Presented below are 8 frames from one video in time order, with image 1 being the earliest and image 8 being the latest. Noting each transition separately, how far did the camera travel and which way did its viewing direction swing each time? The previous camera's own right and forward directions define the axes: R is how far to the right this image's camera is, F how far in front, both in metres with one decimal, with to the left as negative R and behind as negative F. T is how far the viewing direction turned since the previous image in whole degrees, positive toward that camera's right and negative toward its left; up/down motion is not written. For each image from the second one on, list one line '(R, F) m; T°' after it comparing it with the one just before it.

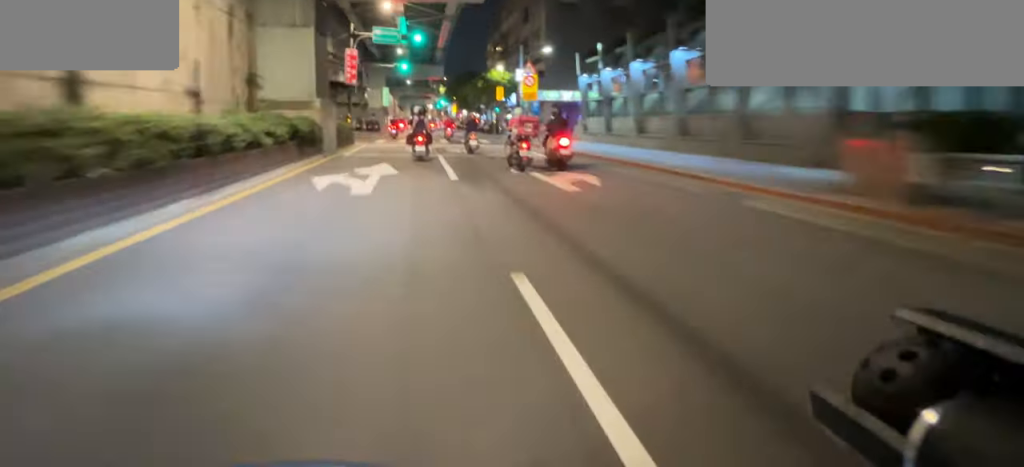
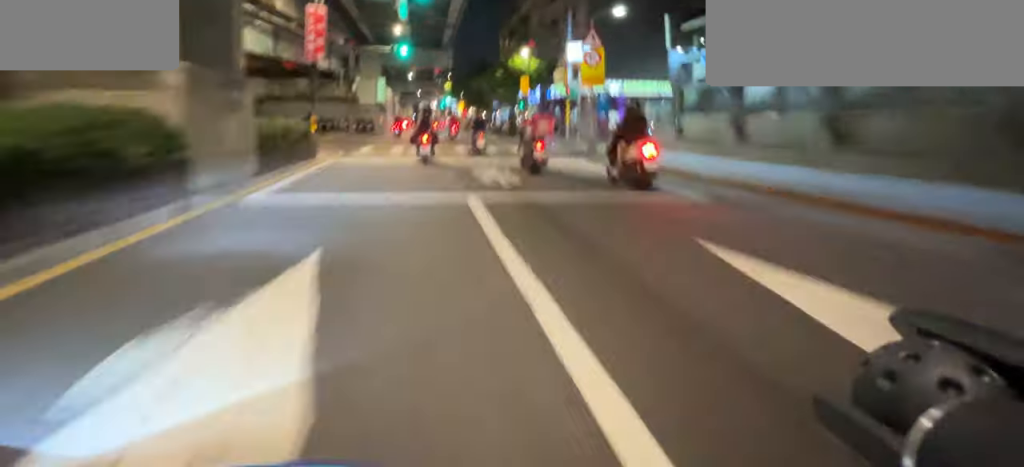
(0.0, +7.2) m; 0°
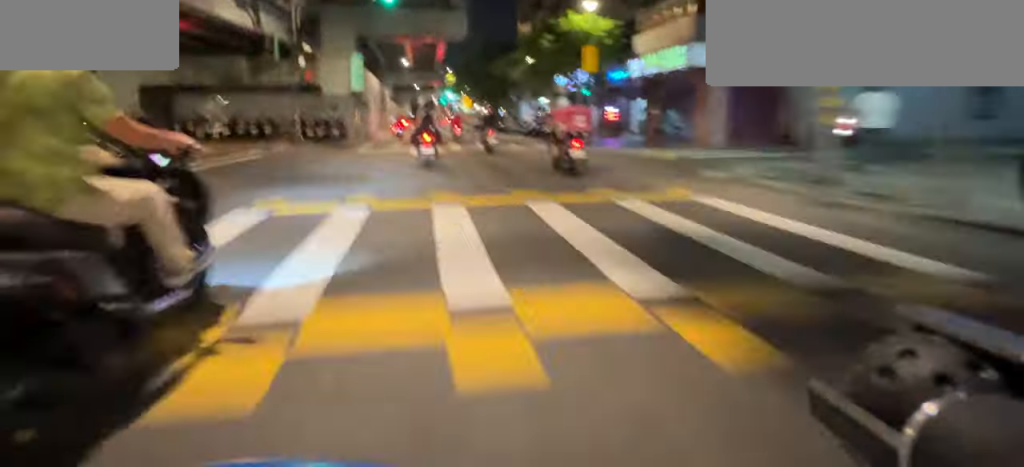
(0.0, +10.6) m; 0°
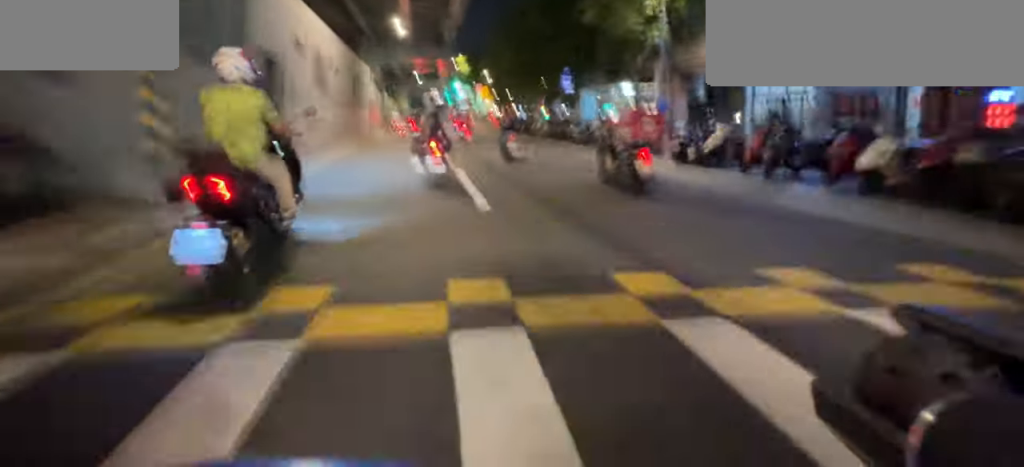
(0.0, +14.5) m; -1°
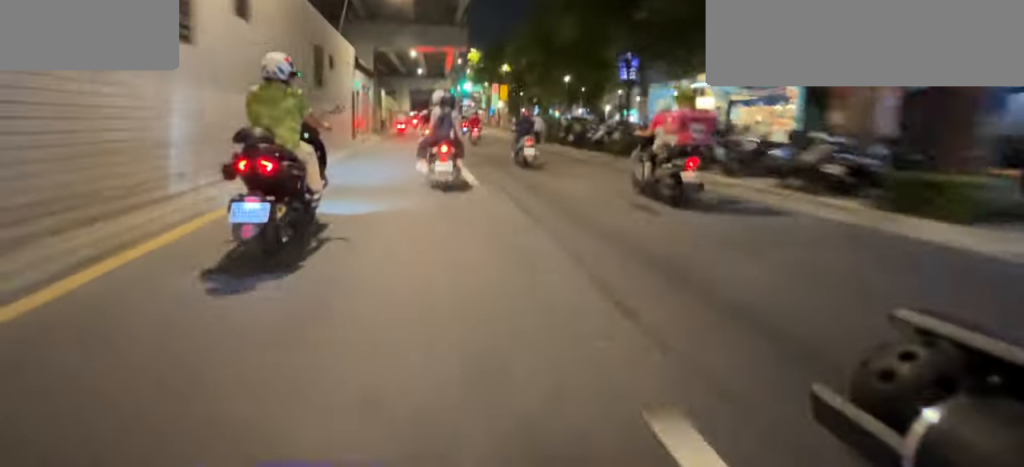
(+0.1, +7.0) m; -2°
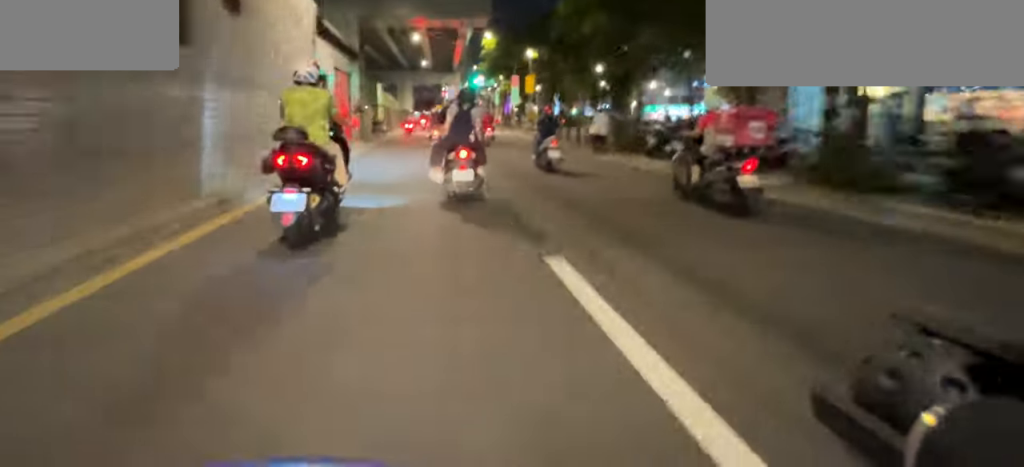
(-0.3, +6.7) m; -2°
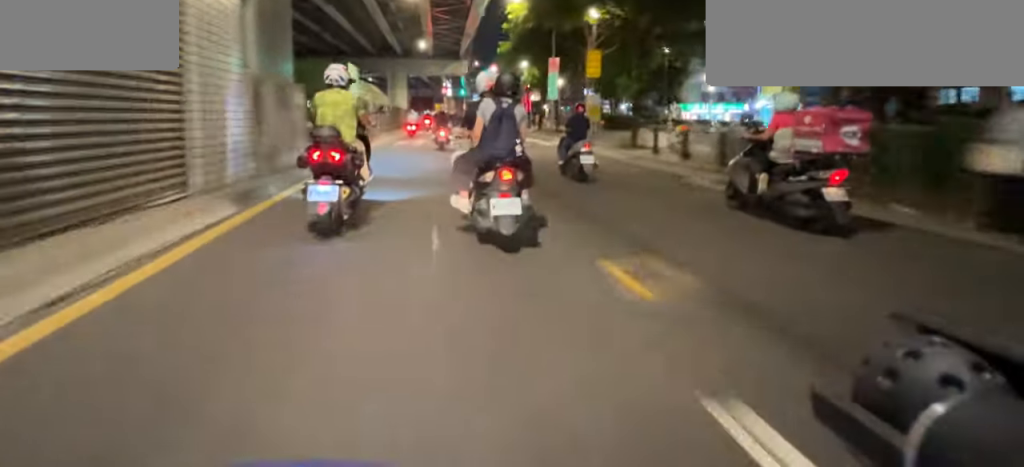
(-0.4, +10.4) m; -2°
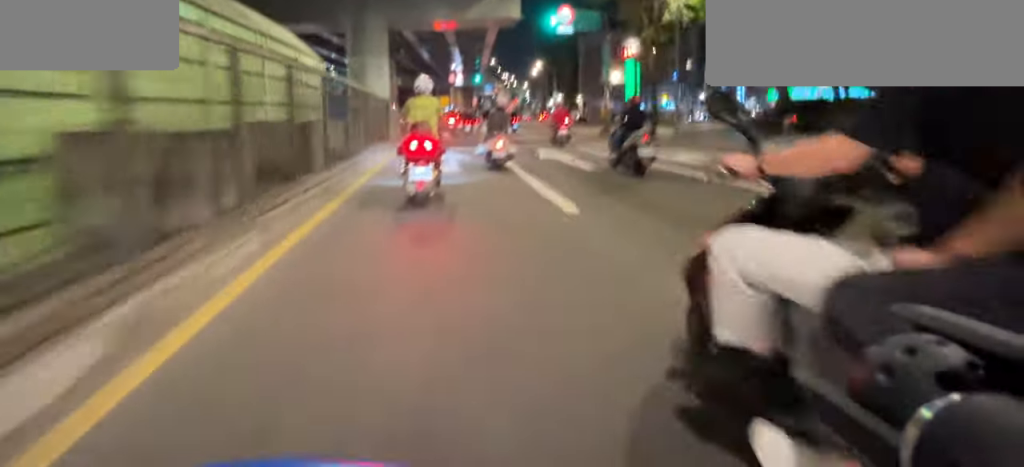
(0.0, +22.5) m; 0°
